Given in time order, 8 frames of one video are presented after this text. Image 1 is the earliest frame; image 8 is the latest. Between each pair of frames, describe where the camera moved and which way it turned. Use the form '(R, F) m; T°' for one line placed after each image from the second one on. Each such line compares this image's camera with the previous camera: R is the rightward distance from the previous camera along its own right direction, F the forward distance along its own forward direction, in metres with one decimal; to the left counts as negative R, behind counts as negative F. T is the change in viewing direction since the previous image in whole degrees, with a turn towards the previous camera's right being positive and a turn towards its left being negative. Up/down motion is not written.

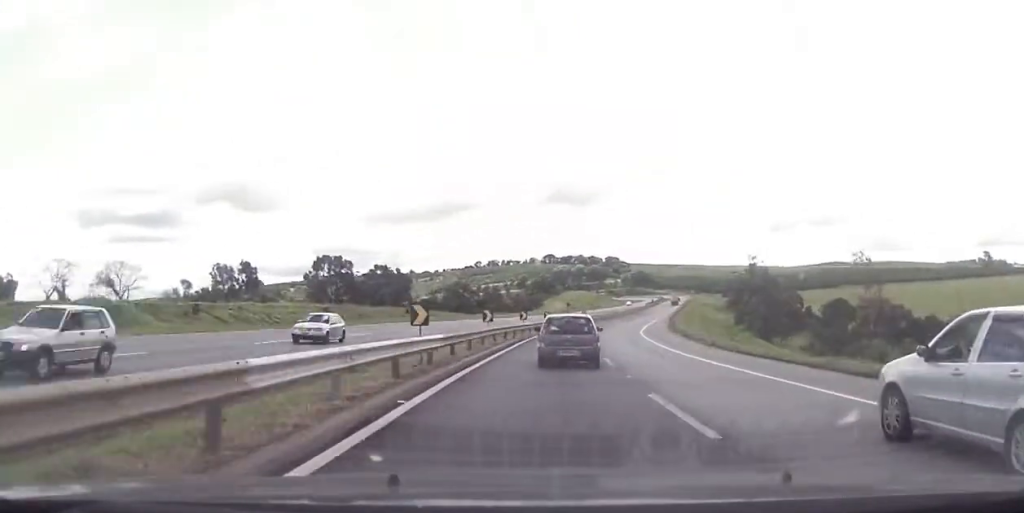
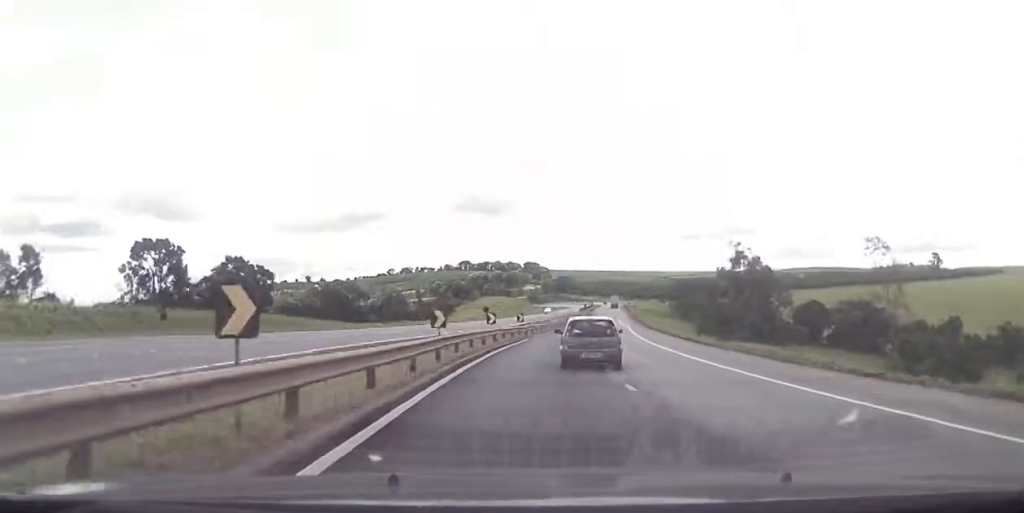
(+2.1, +41.8) m; +7°
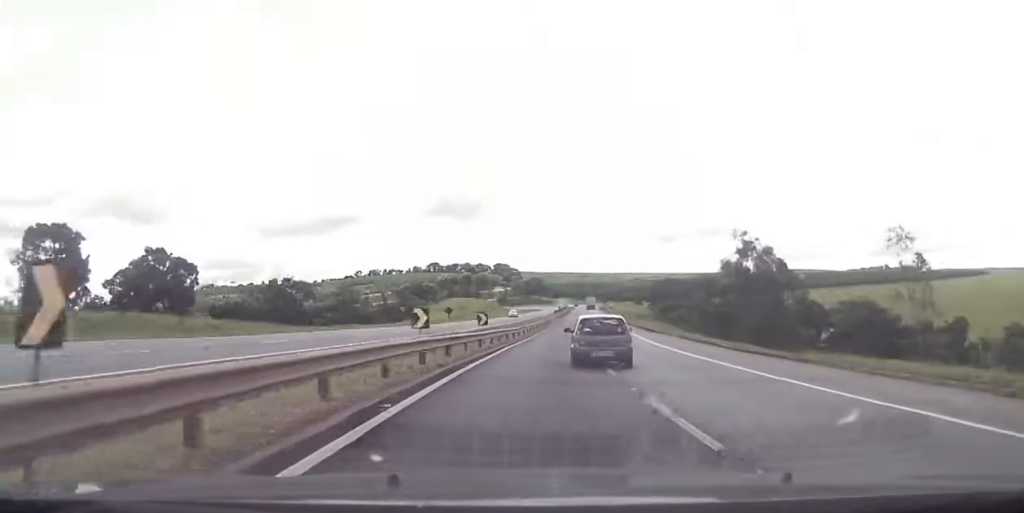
(+0.8, +18.1) m; +3°
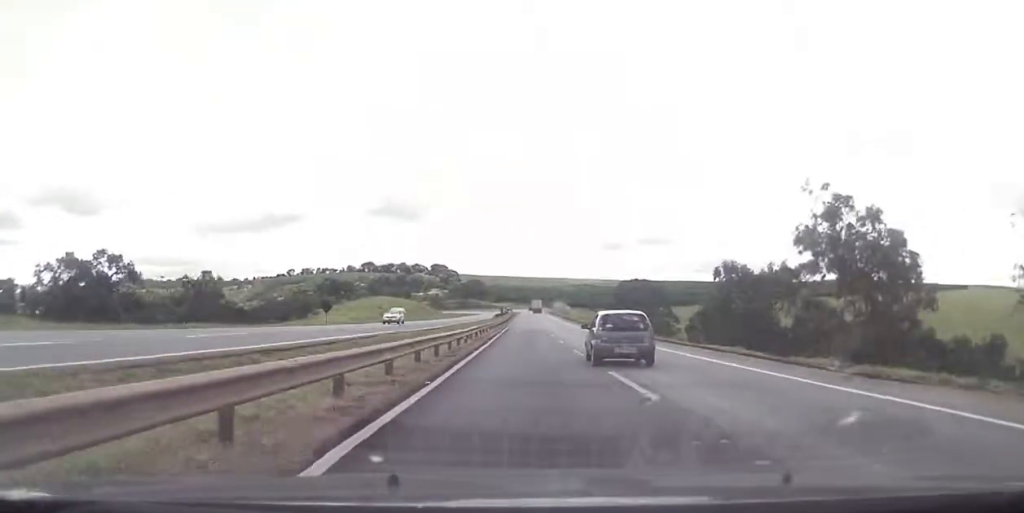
(+2.2, +42.9) m; +4°
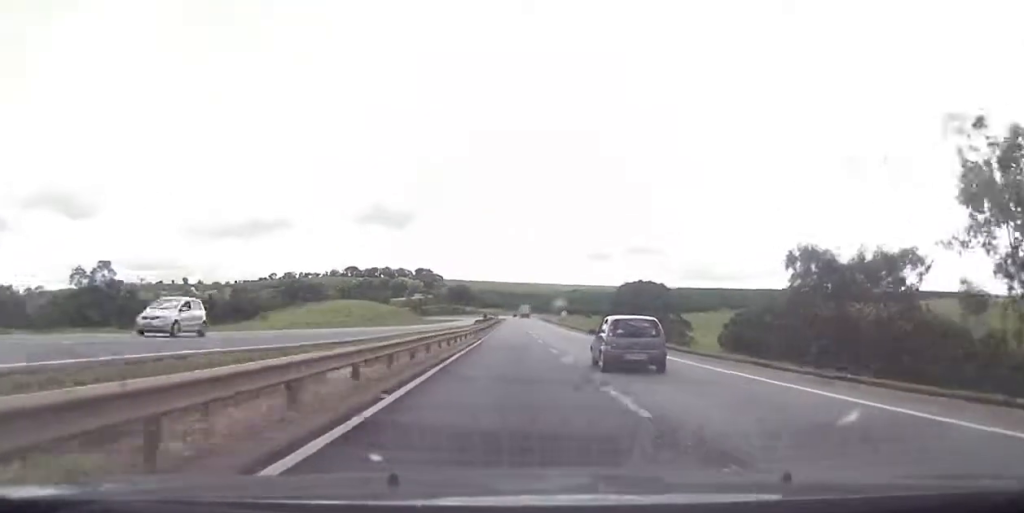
(0.0, +24.3) m; +2°
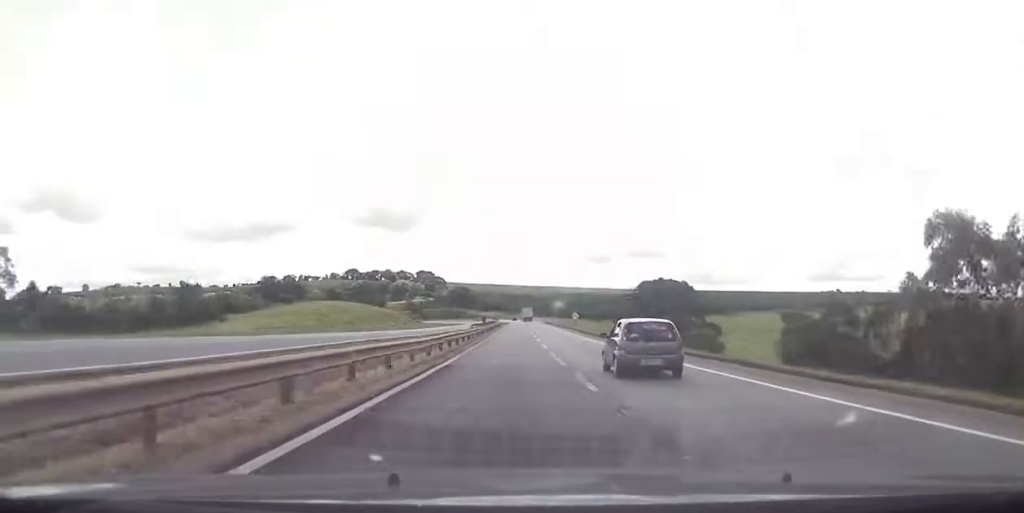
(+0.2, +19.1) m; +1°
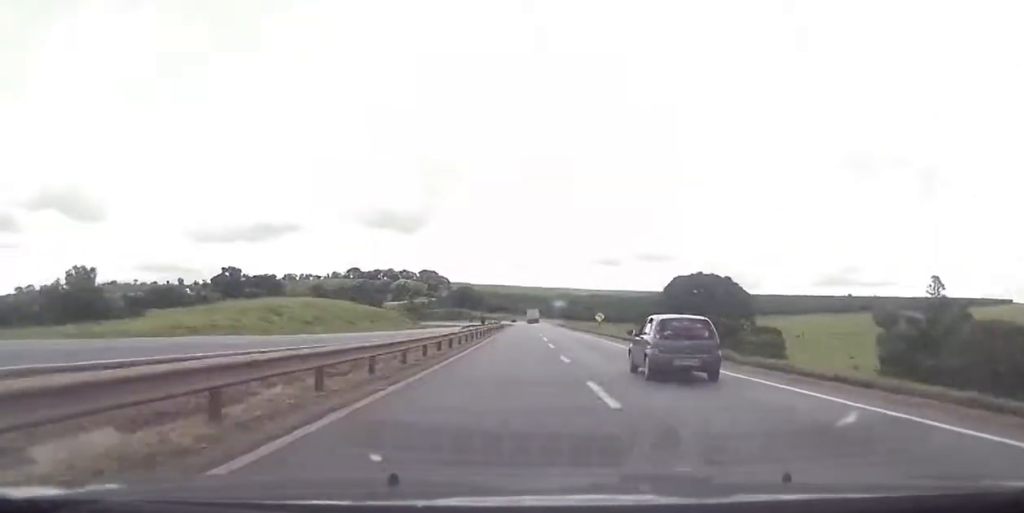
(+0.9, +26.4) m; +1°
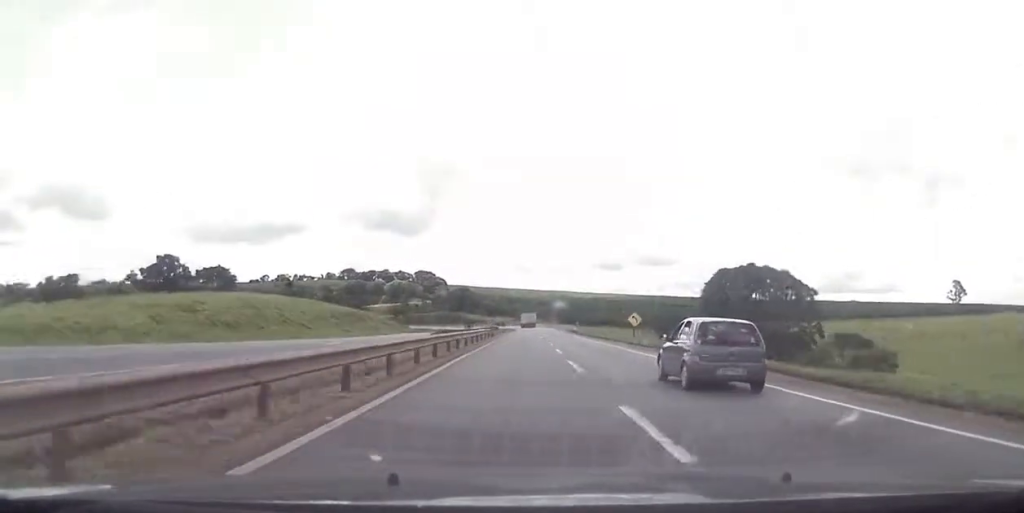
(-0.7, +26.9) m; 0°
